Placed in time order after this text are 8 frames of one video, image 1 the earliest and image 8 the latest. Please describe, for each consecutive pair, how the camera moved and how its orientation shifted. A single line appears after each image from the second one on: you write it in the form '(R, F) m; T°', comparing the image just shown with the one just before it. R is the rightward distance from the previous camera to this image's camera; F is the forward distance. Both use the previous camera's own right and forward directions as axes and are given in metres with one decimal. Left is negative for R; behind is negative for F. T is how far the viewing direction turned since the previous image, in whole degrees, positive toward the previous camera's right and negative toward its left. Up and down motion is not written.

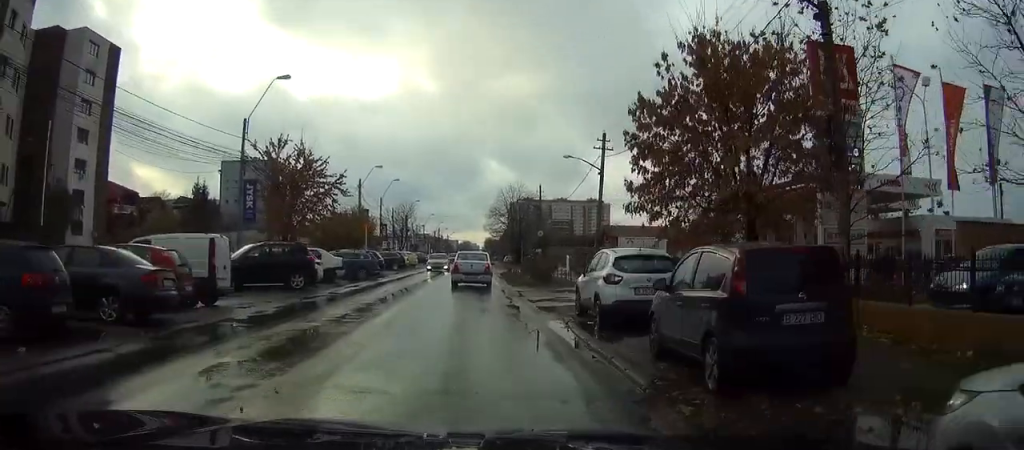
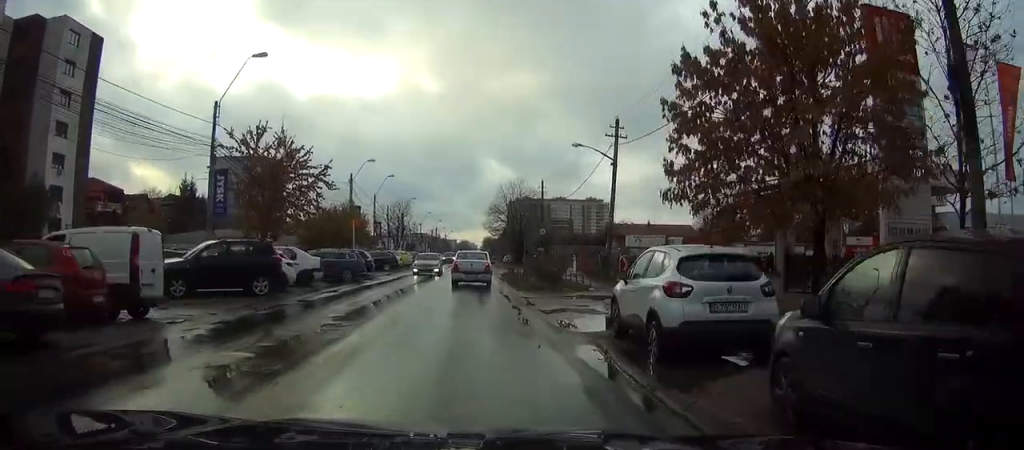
(-0.4, +4.1) m; -2°
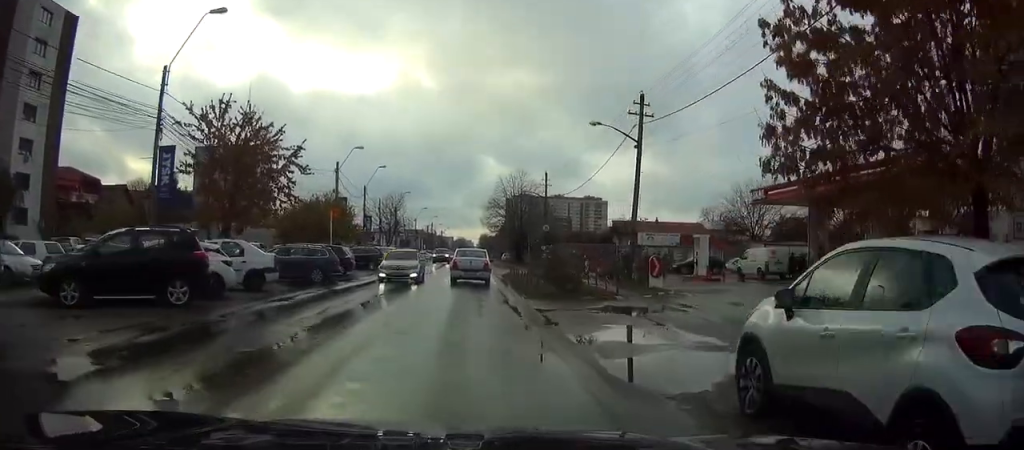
(-0.1, +5.8) m; +1°
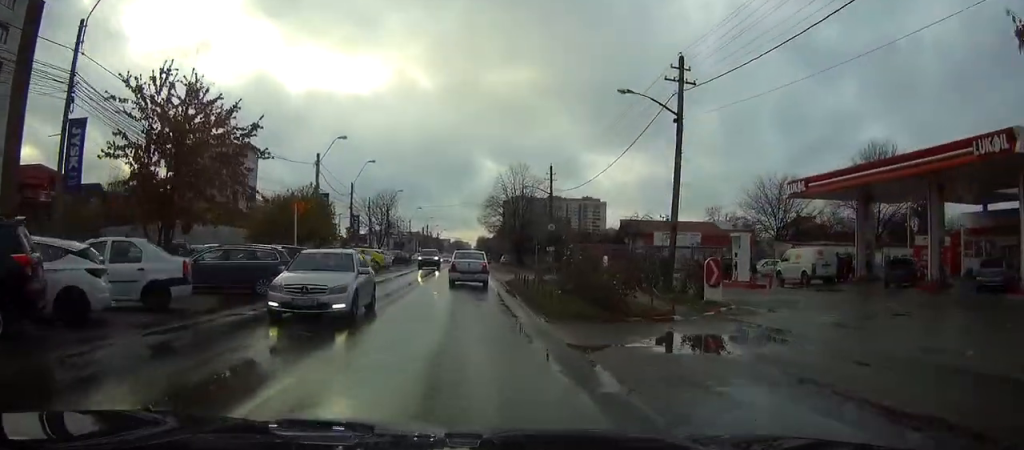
(+0.2, +6.7) m; +3°
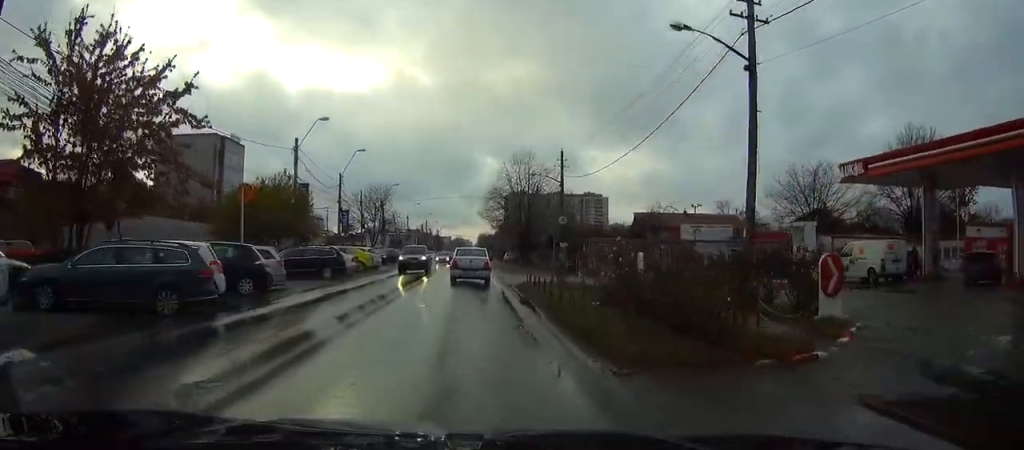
(+0.3, +6.8) m; +1°
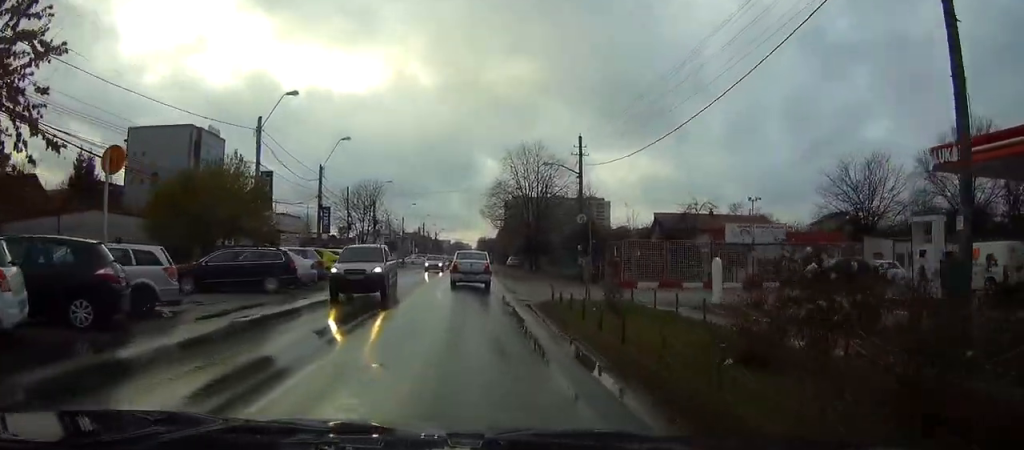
(-0.2, +8.9) m; -1°
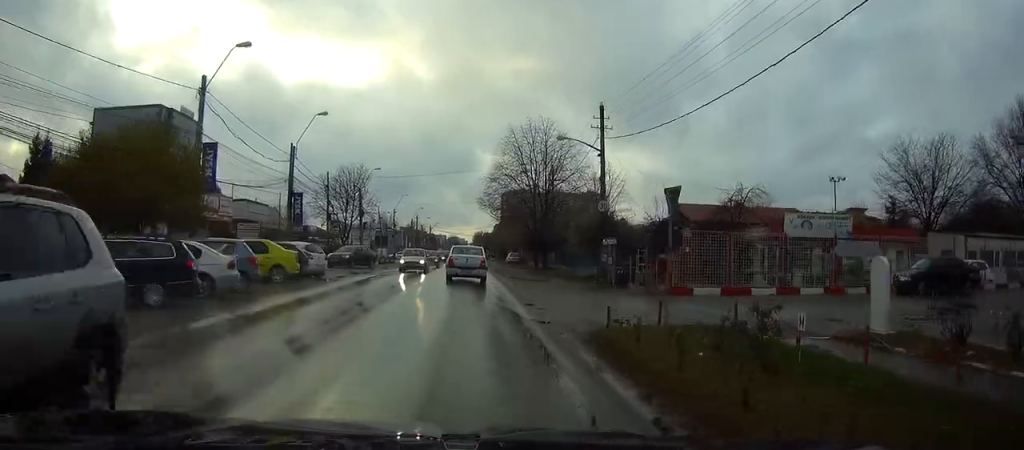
(0.0, +8.7) m; +1°
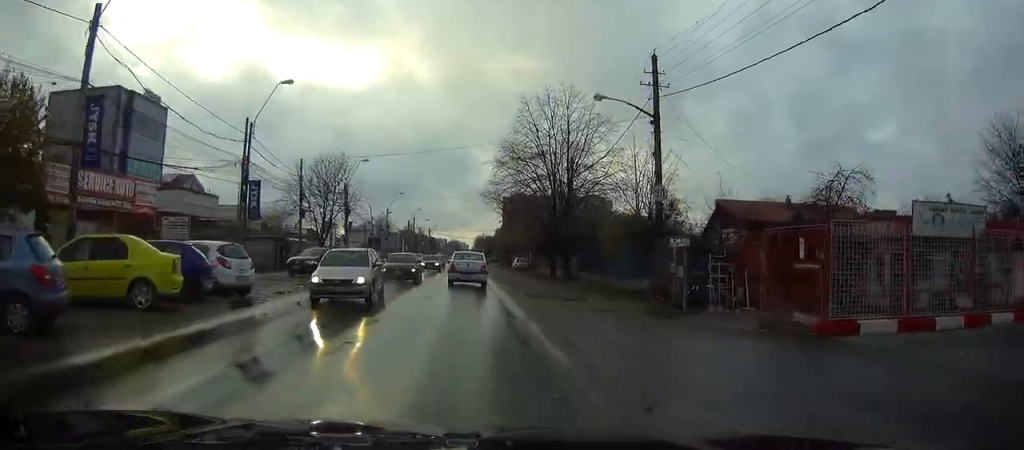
(+0.3, +11.0) m; +1°
